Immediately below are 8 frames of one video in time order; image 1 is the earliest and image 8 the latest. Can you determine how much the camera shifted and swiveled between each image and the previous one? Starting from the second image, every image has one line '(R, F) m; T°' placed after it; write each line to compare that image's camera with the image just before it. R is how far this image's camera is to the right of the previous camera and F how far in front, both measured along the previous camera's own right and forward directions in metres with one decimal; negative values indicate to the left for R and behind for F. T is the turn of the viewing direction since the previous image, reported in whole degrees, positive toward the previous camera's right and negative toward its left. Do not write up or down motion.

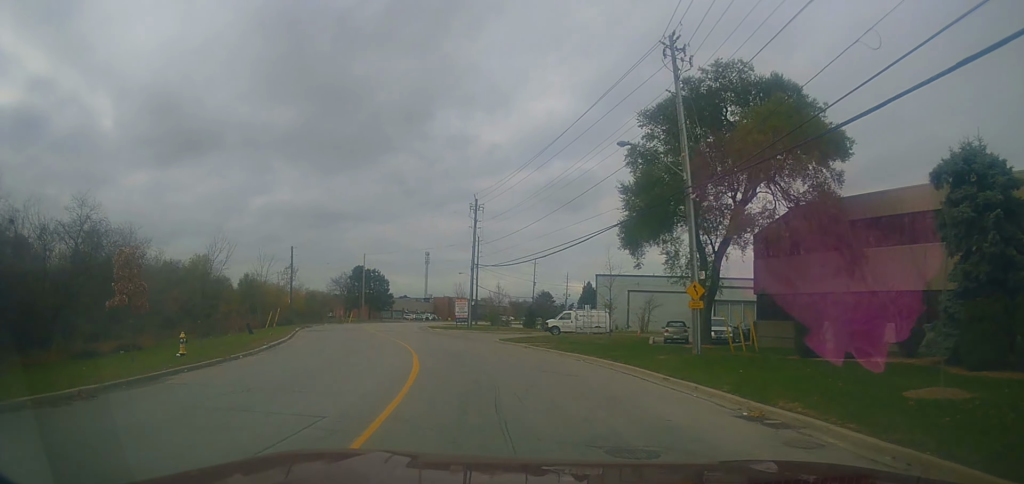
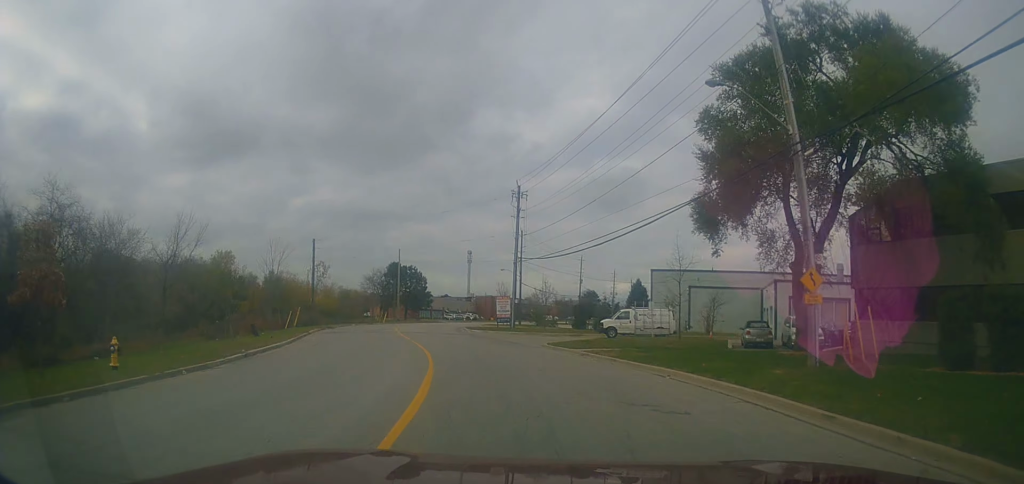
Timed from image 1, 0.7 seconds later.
(+0.1, +6.3) m; -5°
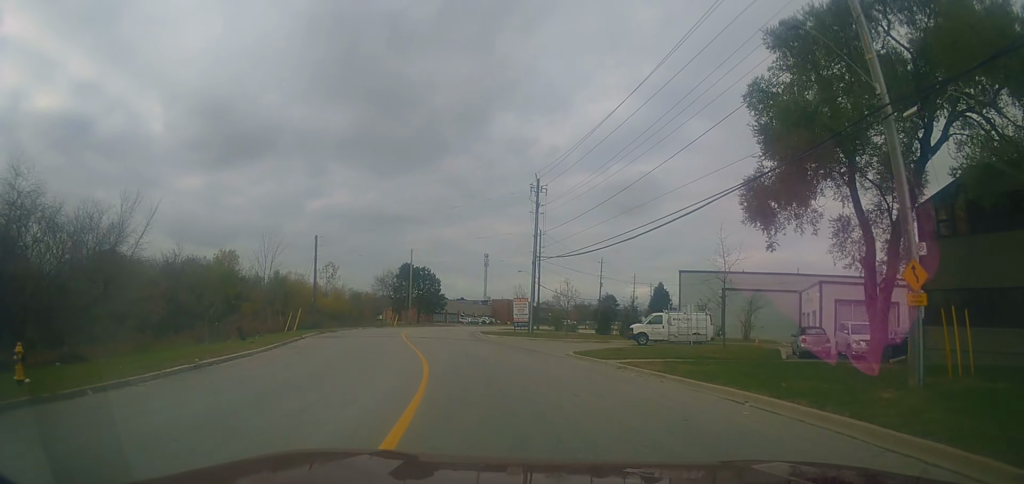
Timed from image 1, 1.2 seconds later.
(-0.4, +4.4) m; -2°
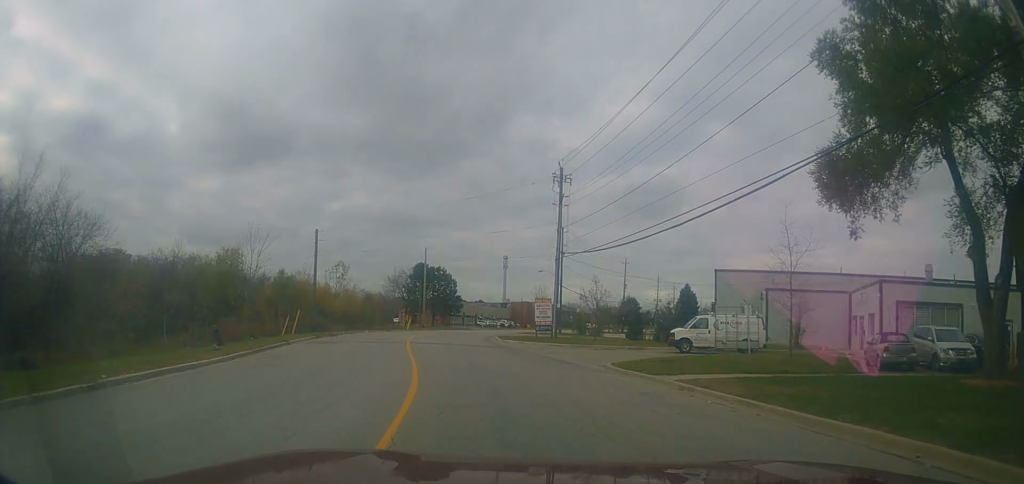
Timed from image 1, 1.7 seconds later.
(-0.3, +5.0) m; -2°
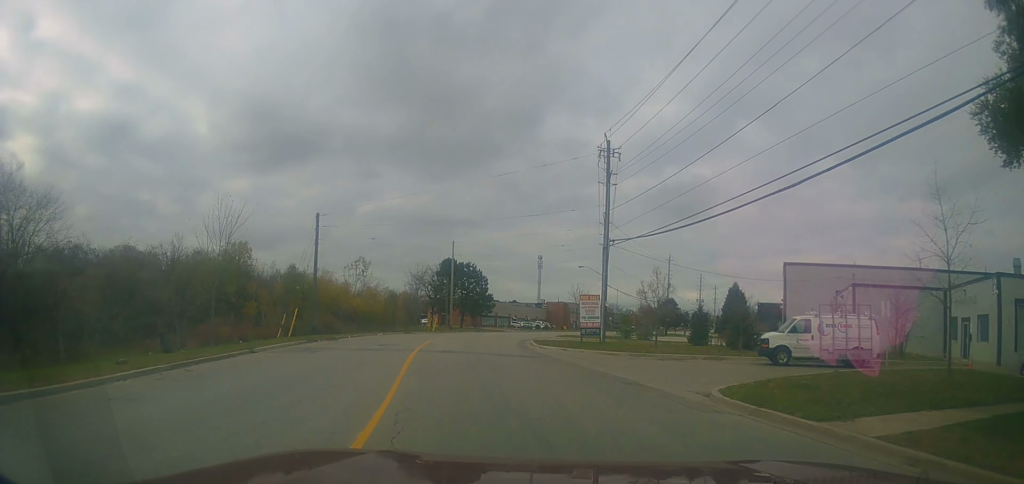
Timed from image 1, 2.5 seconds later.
(+0.2, +8.1) m; -3°
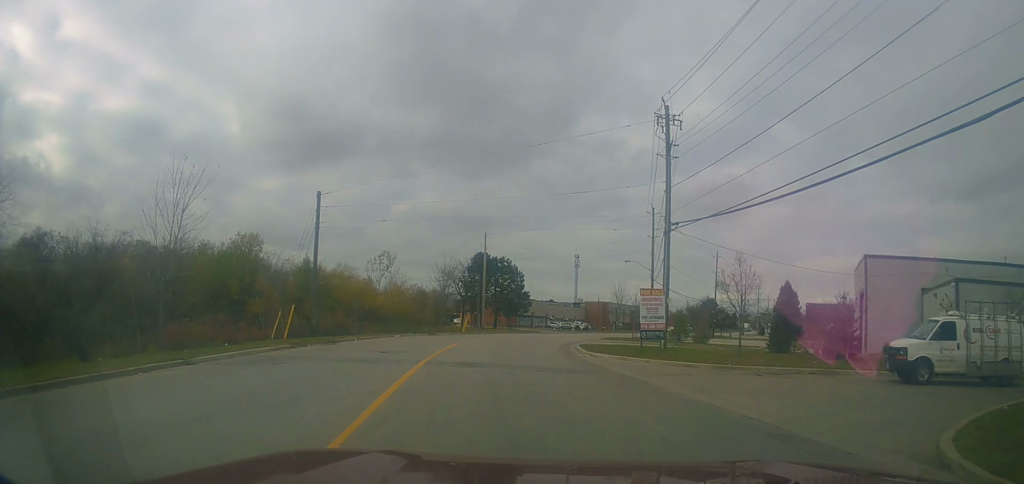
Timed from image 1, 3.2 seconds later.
(-0.3, +7.2) m; -3°
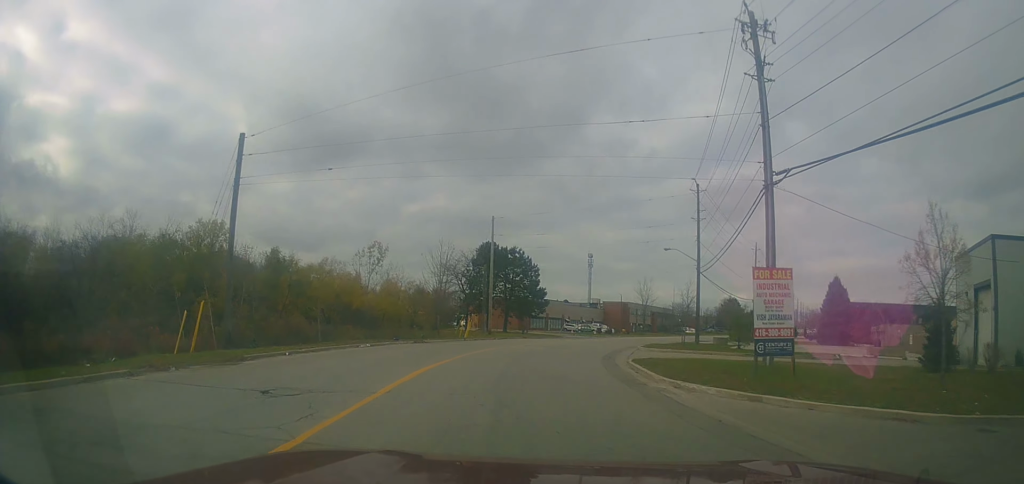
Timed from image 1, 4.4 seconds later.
(-0.6, +12.3) m; -4°
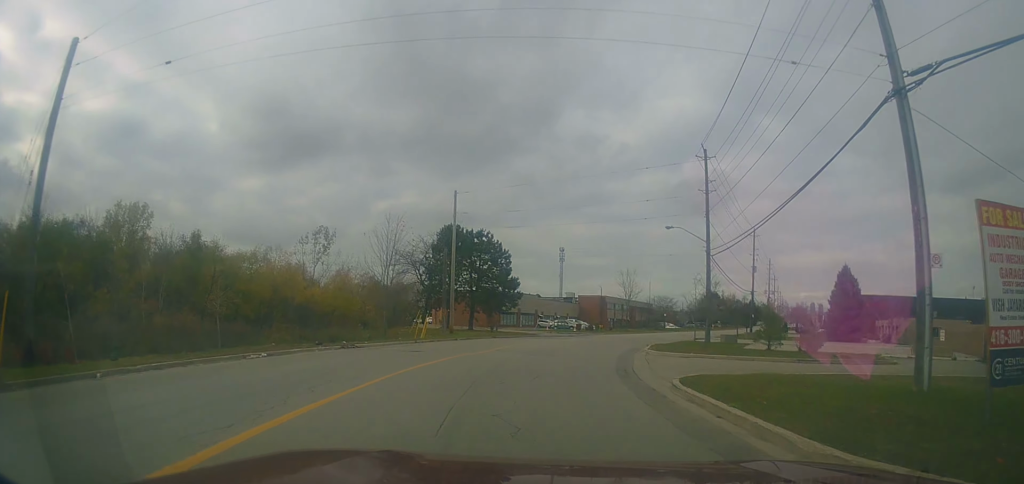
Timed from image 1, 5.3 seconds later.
(-0.2, +10.0) m; -1°
